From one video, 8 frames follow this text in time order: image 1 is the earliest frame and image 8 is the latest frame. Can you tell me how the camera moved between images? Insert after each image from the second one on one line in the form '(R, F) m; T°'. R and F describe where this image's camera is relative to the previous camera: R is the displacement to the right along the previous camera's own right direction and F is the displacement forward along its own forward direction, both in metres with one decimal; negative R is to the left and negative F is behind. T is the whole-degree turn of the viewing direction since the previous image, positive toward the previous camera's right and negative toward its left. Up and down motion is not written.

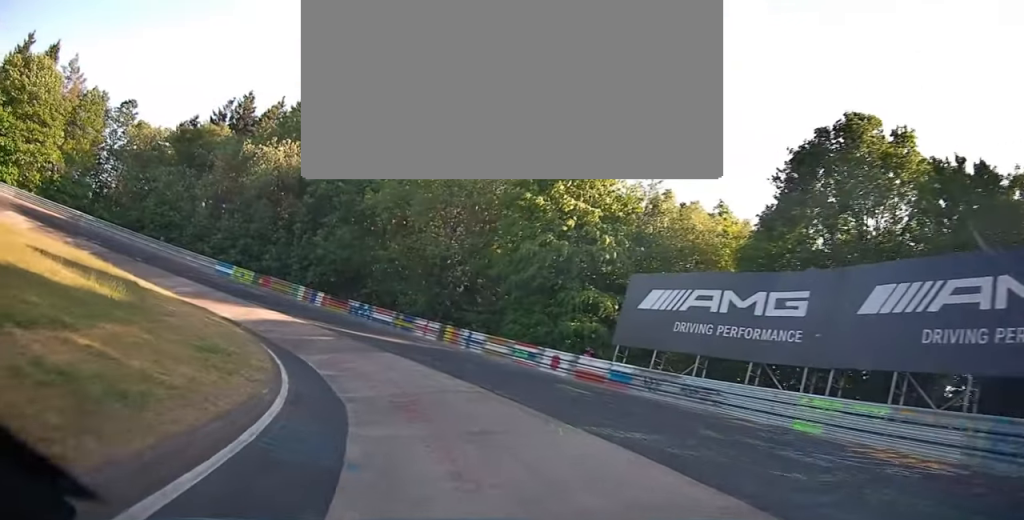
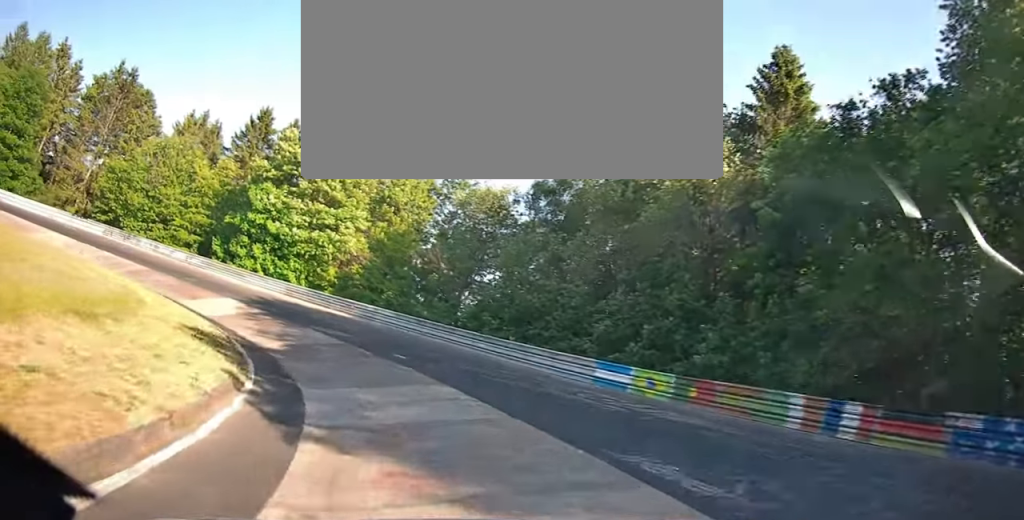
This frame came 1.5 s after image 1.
(-8.3, +23.6) m; -34°
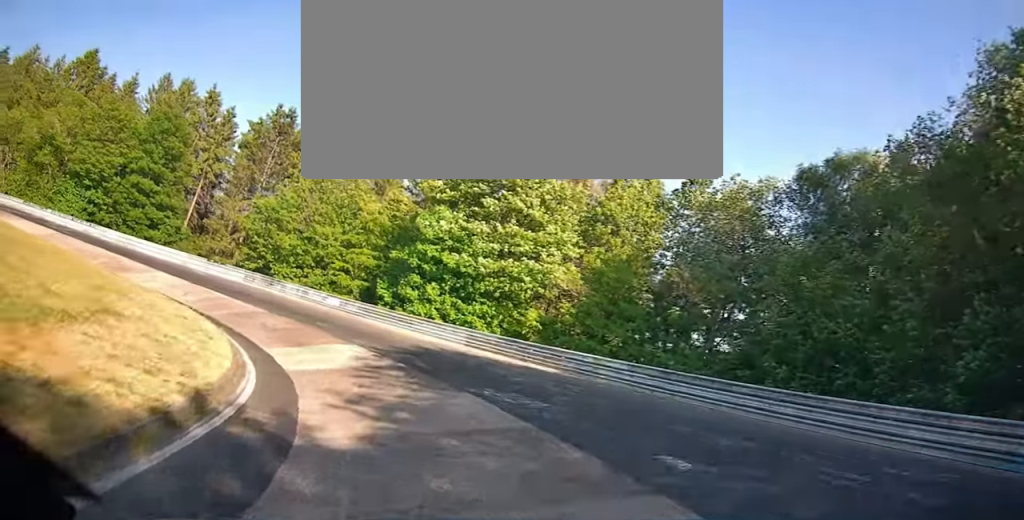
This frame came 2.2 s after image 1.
(-1.4, +11.0) m; -18°
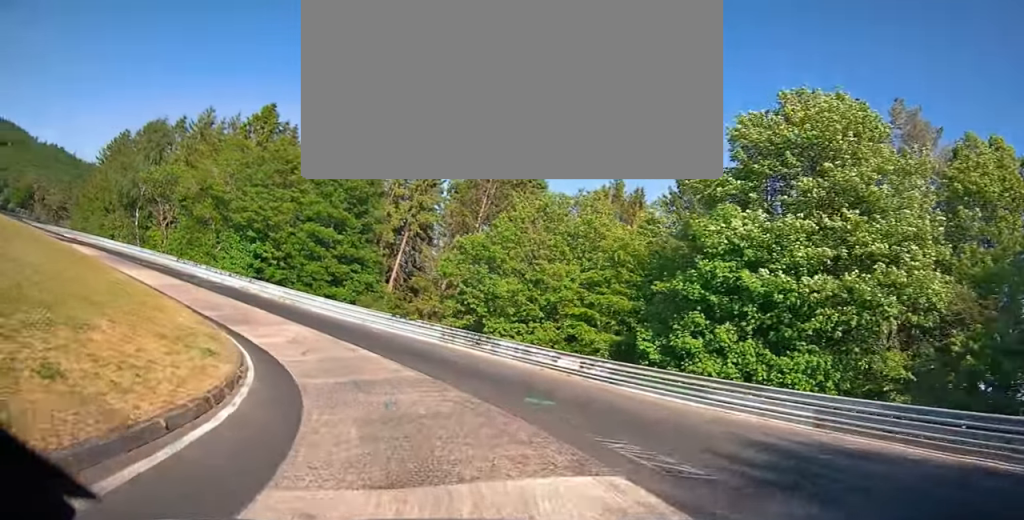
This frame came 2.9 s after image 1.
(-1.3, +11.5) m; -24°
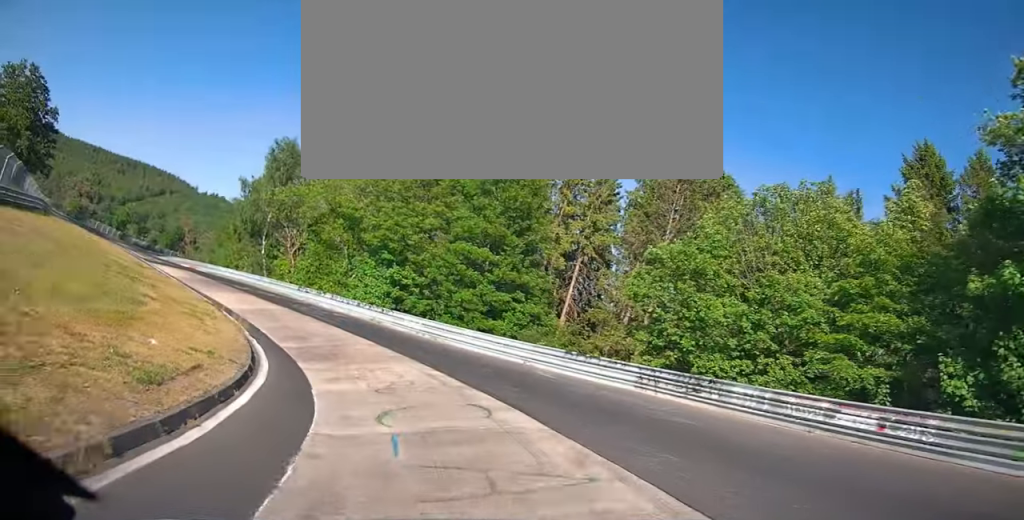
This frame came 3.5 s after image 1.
(-1.9, +8.1) m; -20°
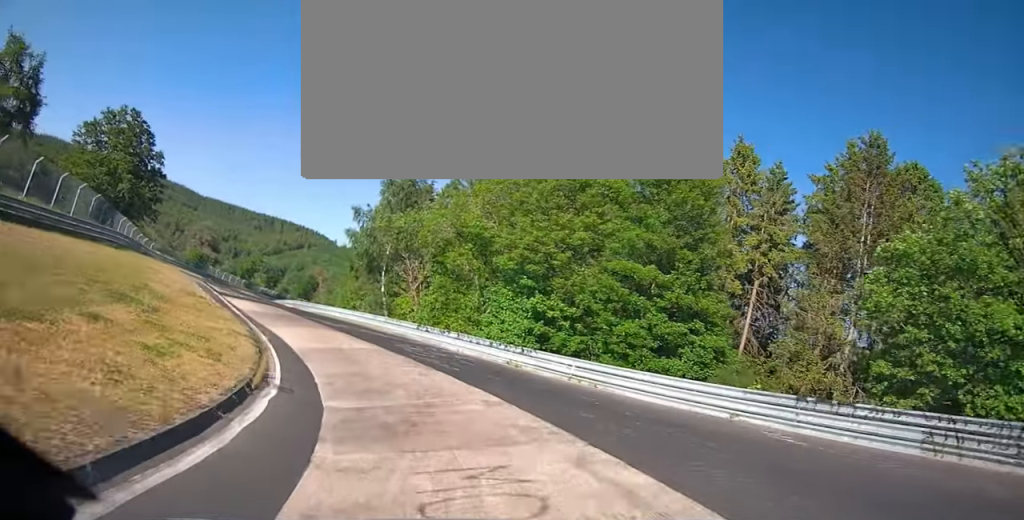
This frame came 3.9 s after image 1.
(-0.7, +7.4) m; -15°
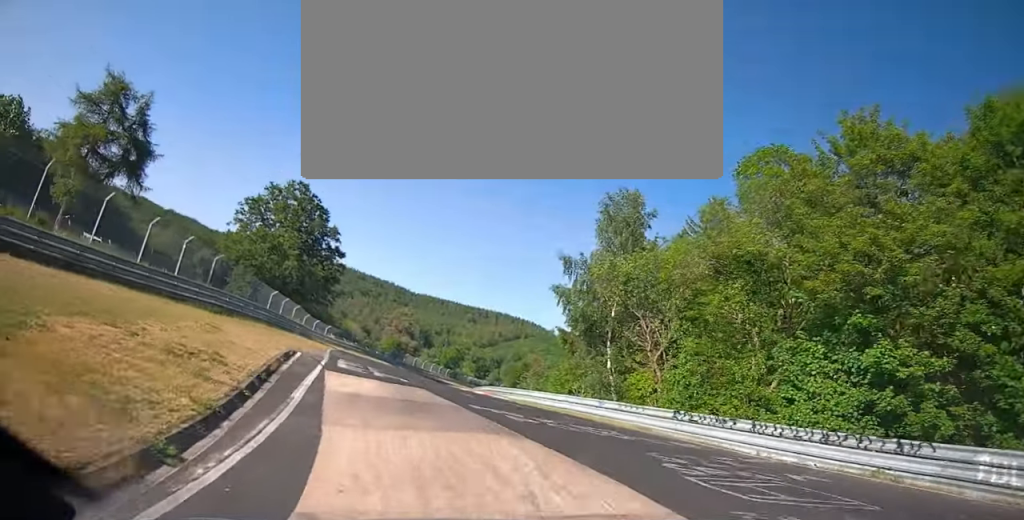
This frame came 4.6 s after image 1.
(-3.0, +13.1) m; -13°
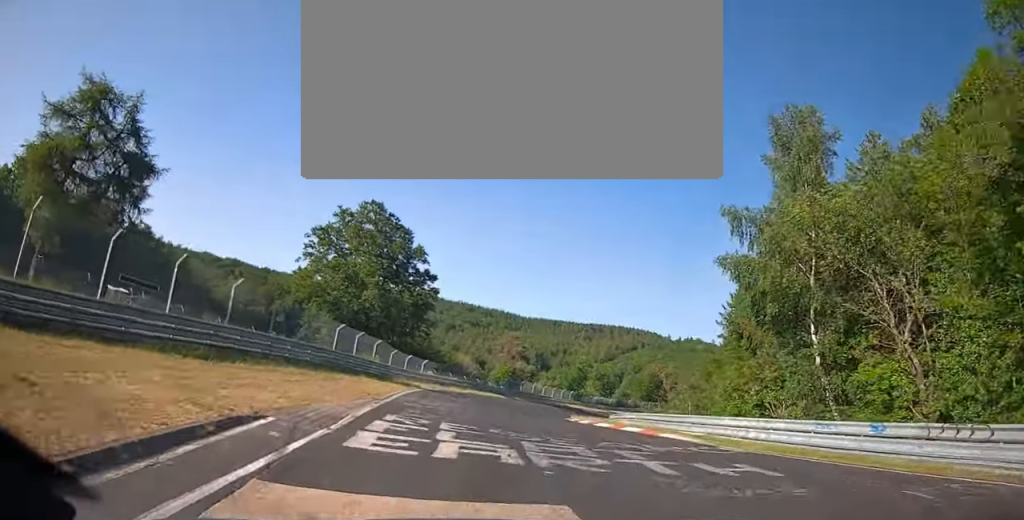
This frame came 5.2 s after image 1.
(-0.9, +12.9) m; -3°
